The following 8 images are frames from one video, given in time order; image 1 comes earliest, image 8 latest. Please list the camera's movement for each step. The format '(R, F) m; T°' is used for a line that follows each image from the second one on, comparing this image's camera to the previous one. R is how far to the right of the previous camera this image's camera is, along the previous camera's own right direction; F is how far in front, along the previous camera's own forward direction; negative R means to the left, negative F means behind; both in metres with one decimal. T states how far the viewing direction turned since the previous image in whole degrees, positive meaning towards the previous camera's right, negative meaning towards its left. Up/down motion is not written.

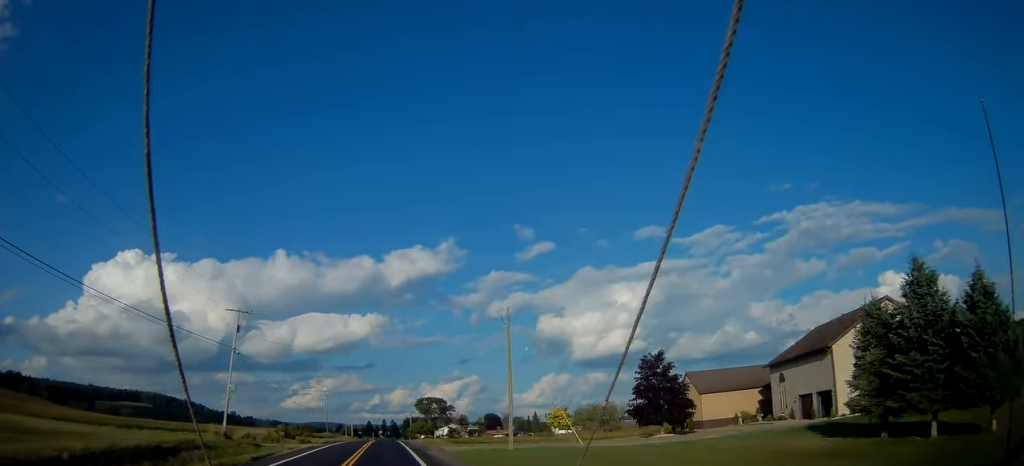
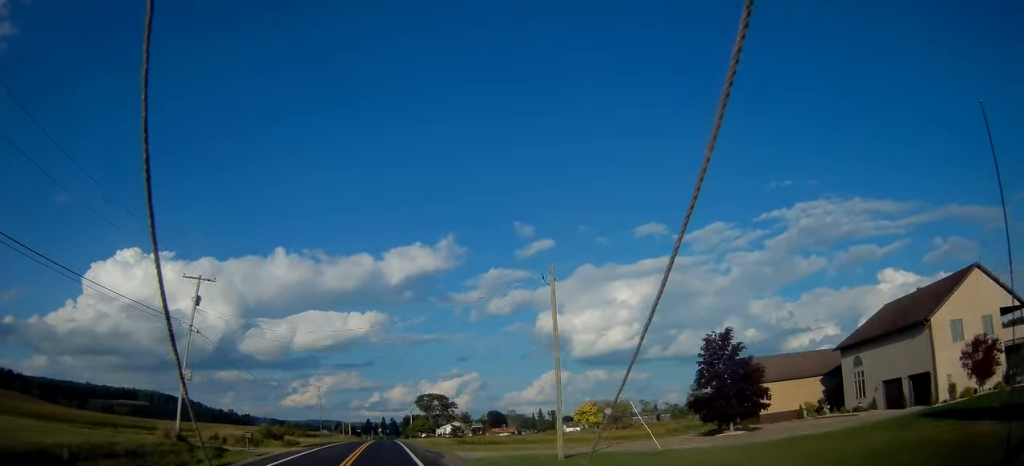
(0.0, +10.5) m; 0°
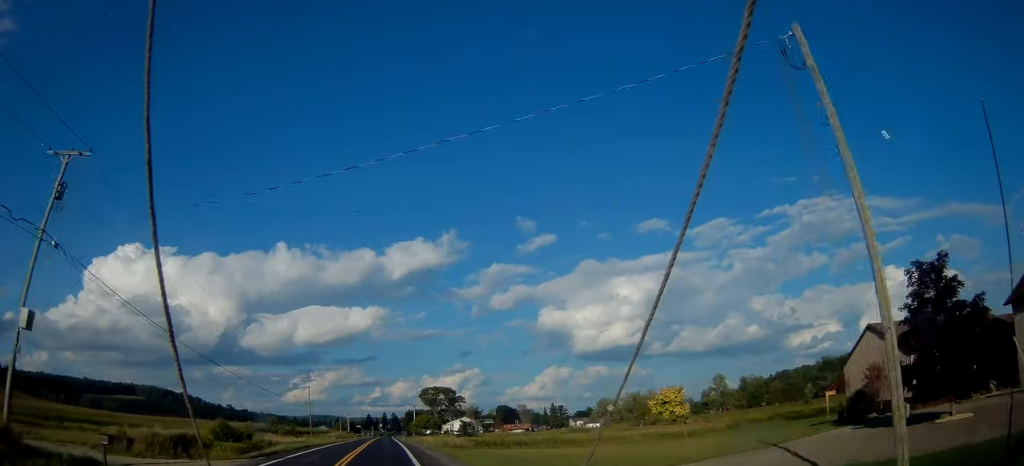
(-0.3, +18.6) m; 0°
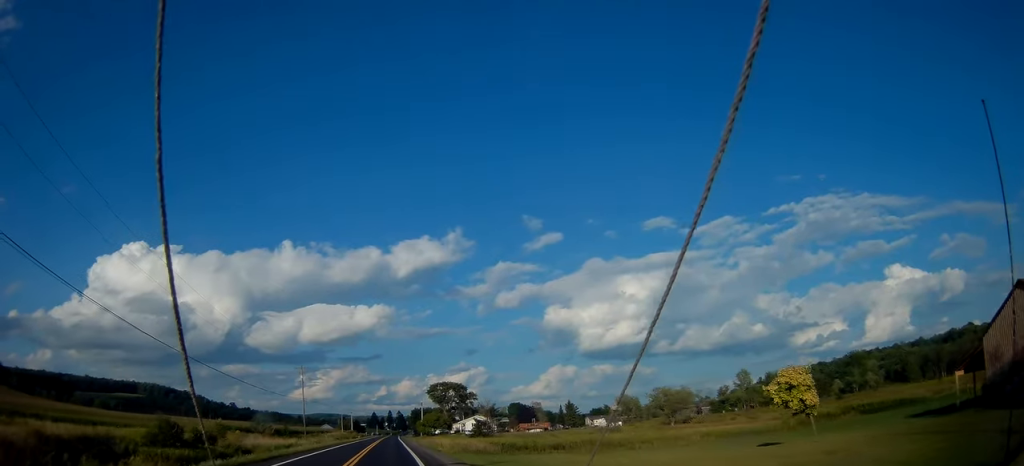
(+0.2, +14.5) m; 0°
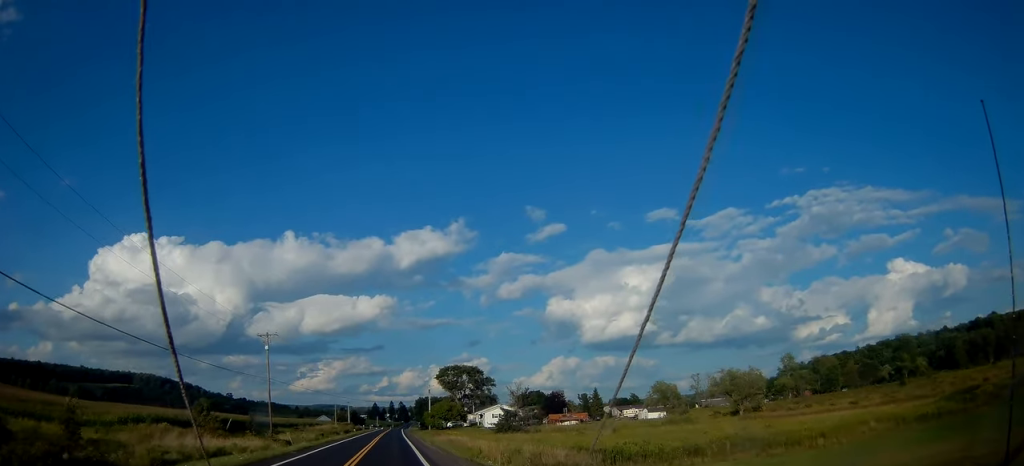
(-0.3, +28.8) m; -1°
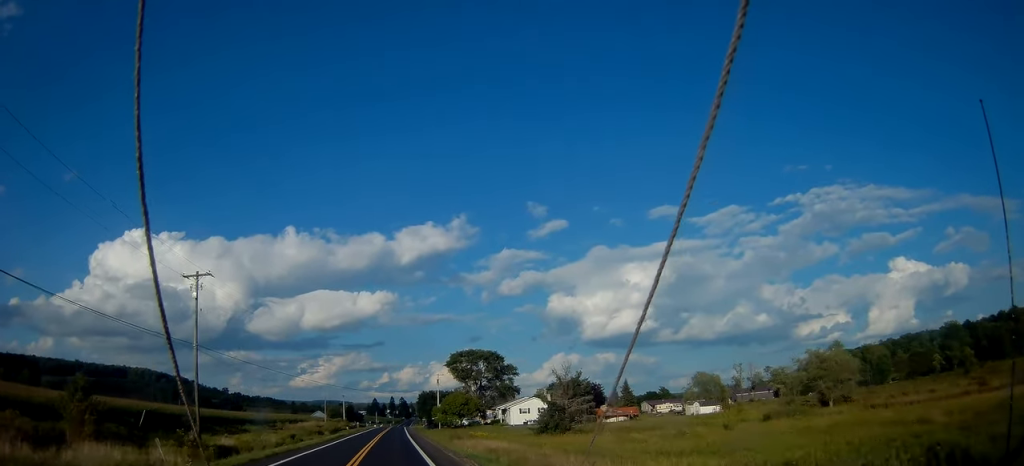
(0.0, +26.4) m; 0°
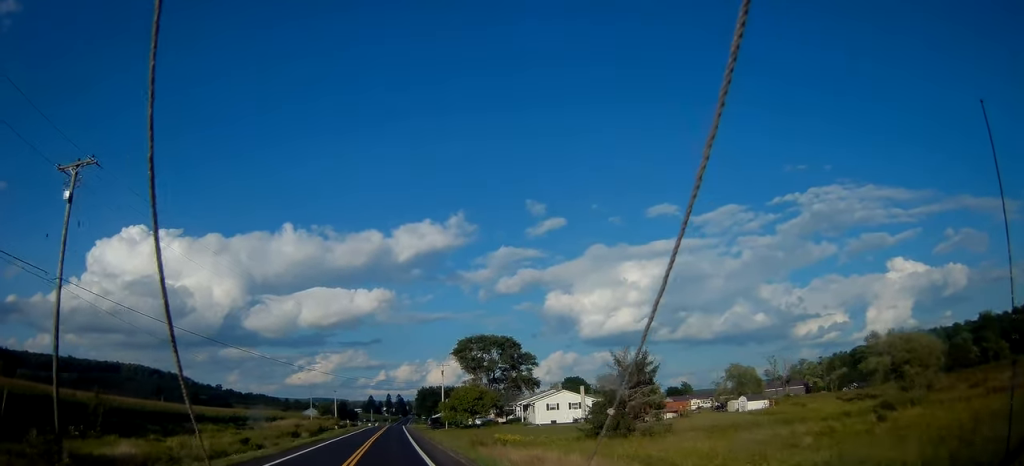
(0.0, +19.2) m; 0°
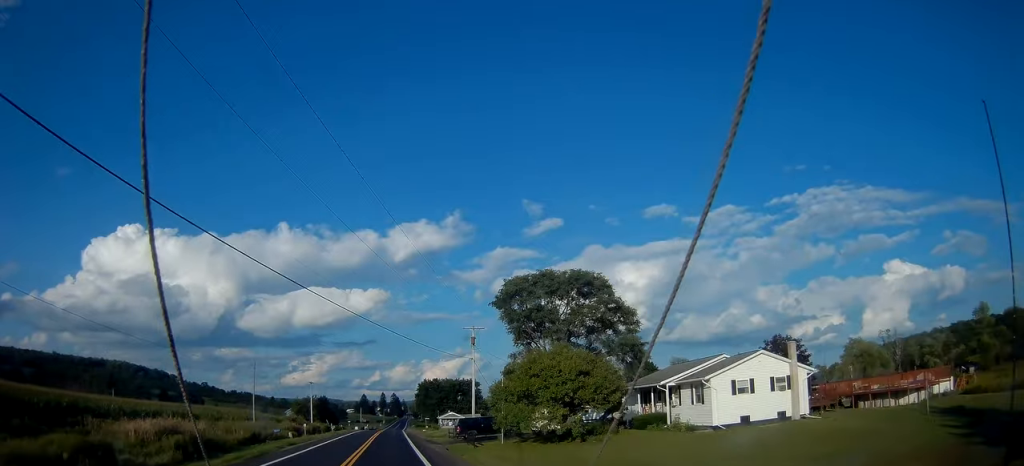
(0.0, +46.8) m; +1°
